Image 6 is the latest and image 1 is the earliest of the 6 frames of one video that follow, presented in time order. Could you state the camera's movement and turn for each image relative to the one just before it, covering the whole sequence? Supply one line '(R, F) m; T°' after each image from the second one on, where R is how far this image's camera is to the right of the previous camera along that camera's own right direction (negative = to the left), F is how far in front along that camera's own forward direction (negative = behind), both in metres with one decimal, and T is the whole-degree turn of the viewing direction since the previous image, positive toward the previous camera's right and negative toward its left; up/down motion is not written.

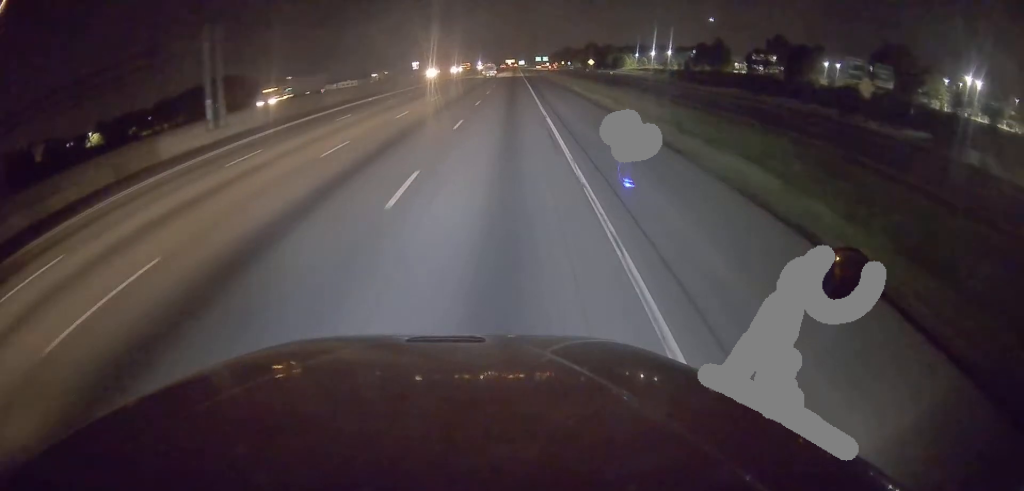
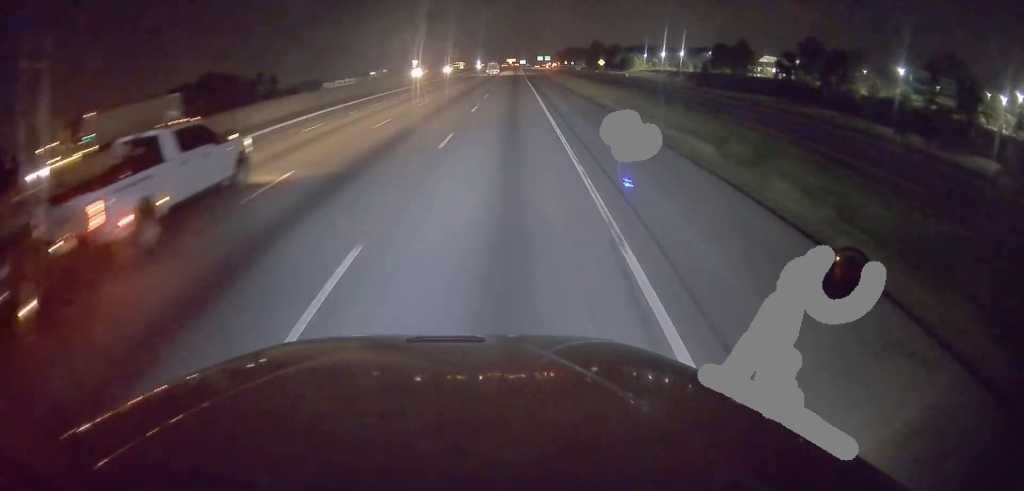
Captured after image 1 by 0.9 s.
(+0.3, +18.0) m; +3°
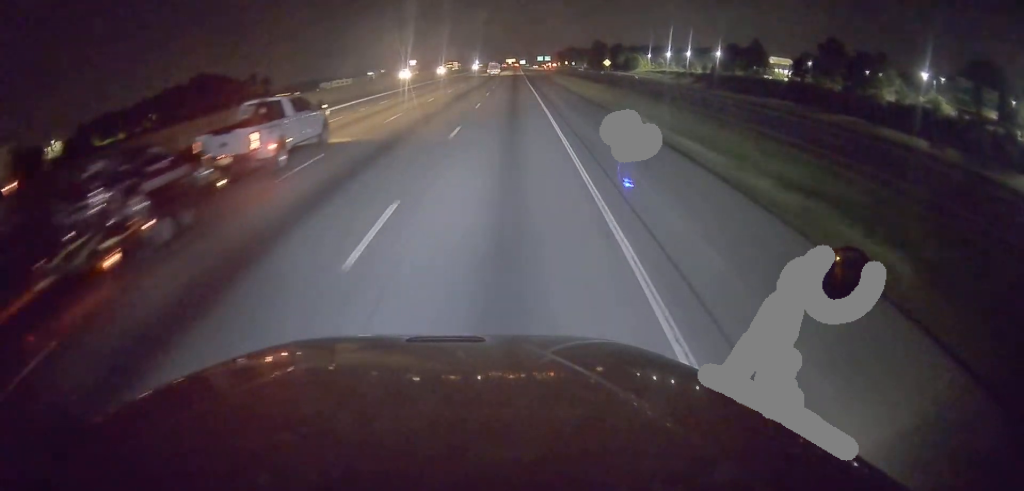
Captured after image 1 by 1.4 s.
(+0.1, +9.7) m; +1°
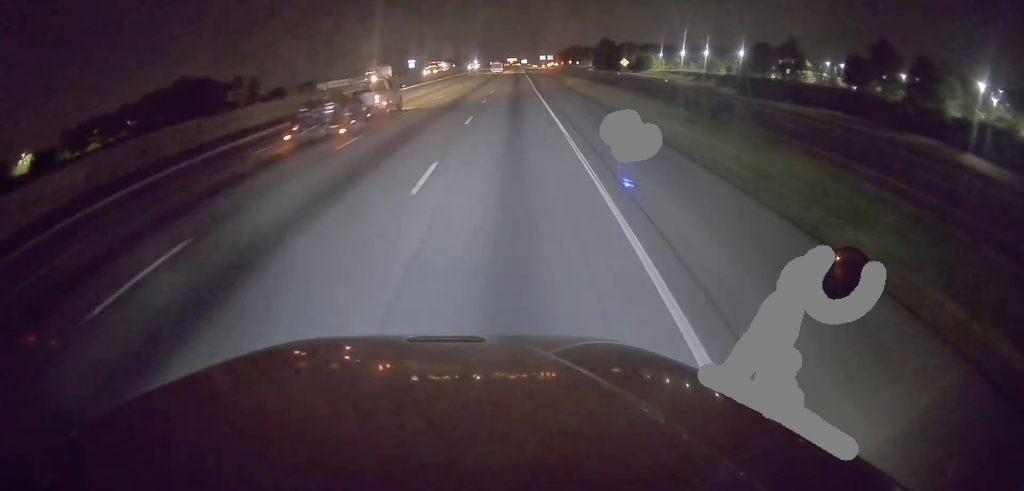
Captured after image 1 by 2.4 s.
(+0.4, +21.1) m; 0°
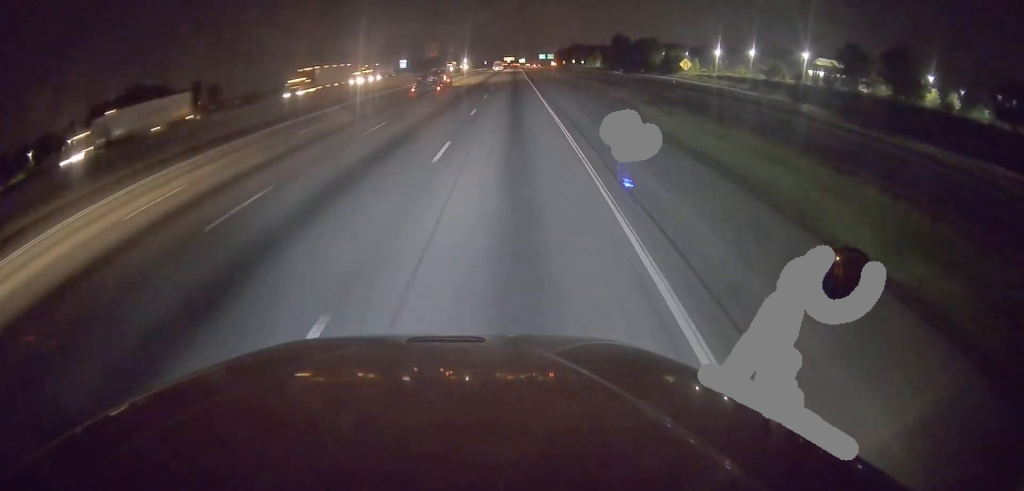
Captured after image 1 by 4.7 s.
(-1.1, +45.7) m; -1°
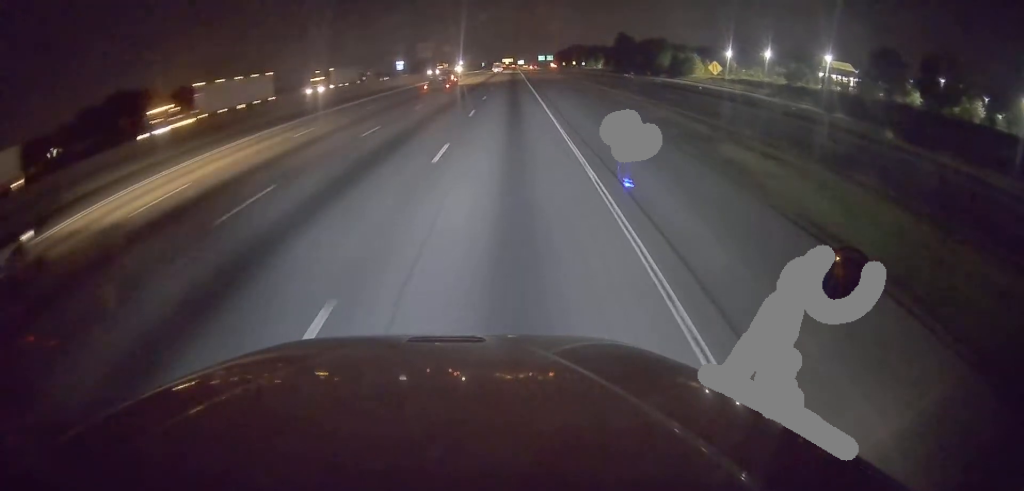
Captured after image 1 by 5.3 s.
(0.0, +11.6) m; 0°
